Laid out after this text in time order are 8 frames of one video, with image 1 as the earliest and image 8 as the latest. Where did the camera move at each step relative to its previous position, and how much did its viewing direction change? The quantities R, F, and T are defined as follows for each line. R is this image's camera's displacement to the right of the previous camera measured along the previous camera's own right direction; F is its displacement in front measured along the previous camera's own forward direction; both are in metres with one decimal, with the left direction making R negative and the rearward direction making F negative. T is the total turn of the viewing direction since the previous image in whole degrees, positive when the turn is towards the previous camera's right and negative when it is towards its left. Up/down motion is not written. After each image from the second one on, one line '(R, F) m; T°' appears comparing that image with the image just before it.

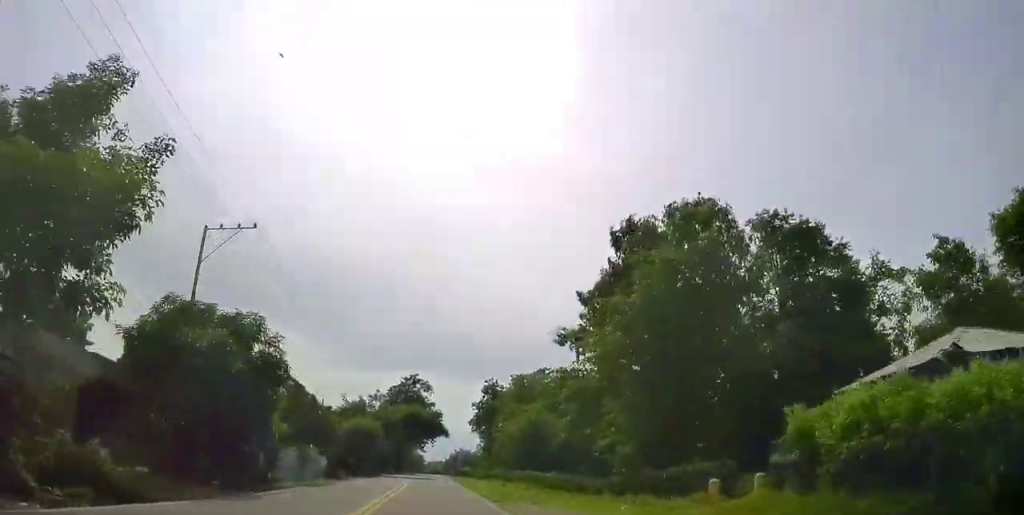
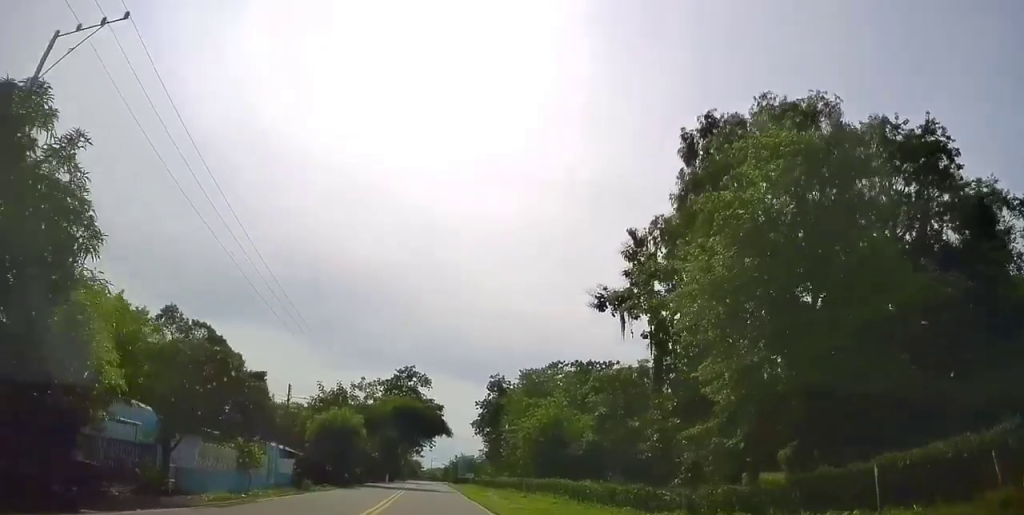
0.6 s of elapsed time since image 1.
(+0.1, +13.3) m; -1°
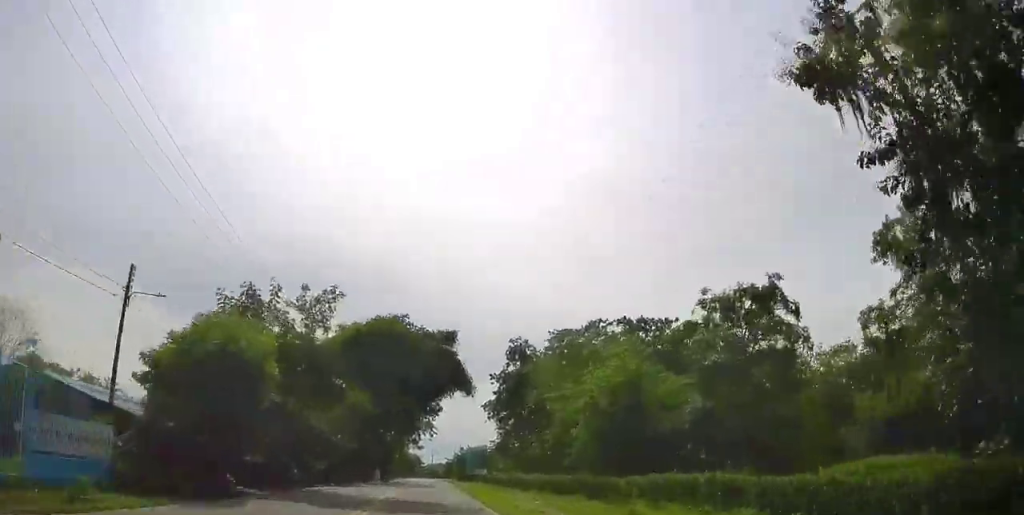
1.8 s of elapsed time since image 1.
(-0.4, +24.9) m; 0°
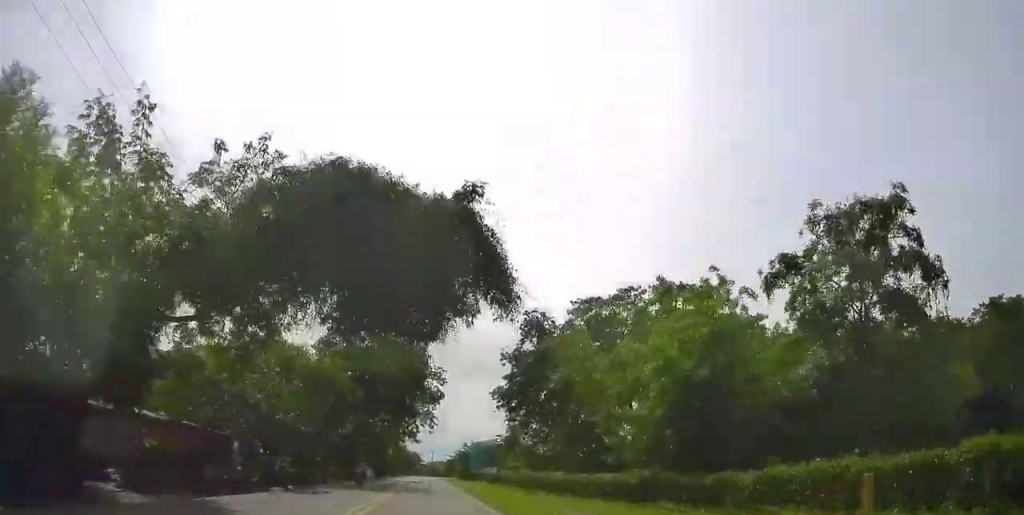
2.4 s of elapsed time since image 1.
(+0.3, +12.6) m; 0°
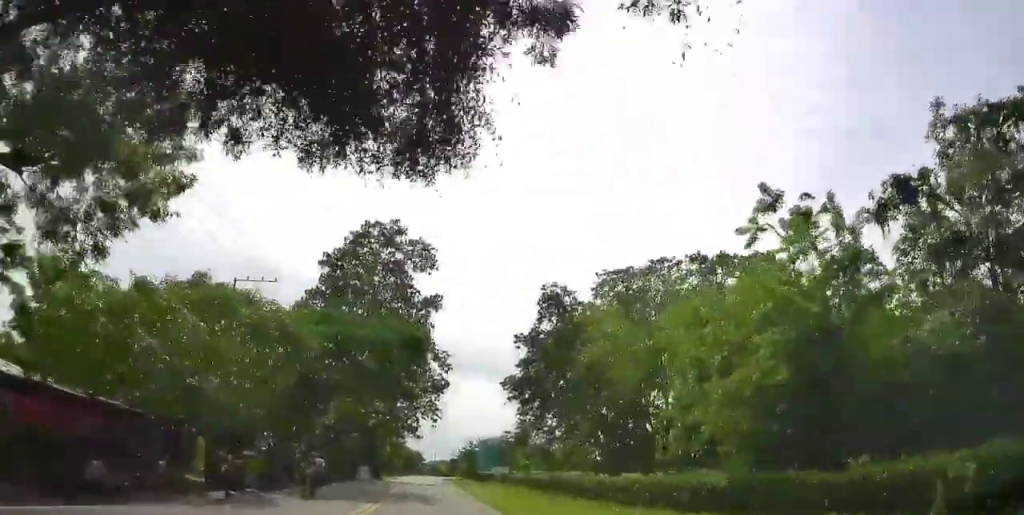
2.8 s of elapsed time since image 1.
(+0.1, +9.2) m; 0°
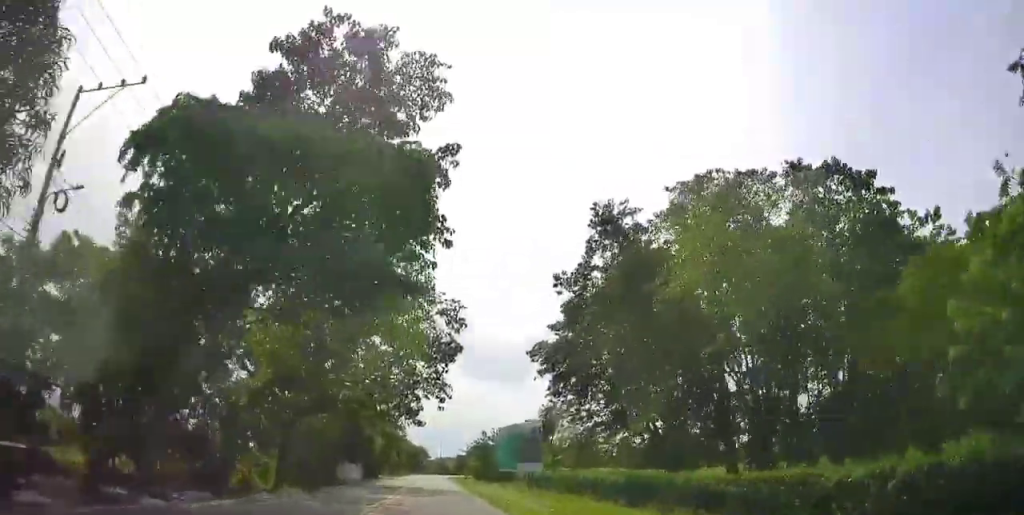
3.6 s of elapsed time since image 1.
(-0.4, +17.4) m; -1°
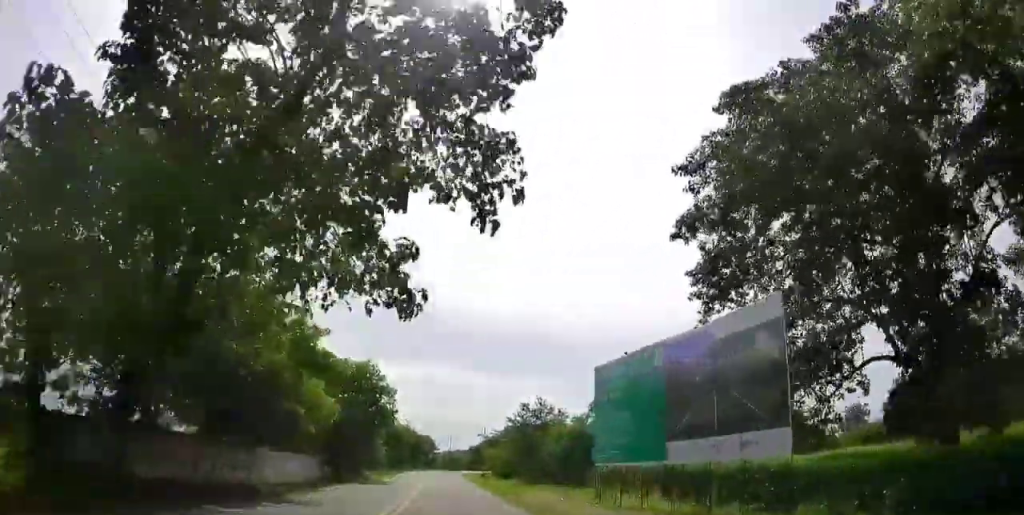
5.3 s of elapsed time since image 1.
(+0.1, +32.7) m; 0°
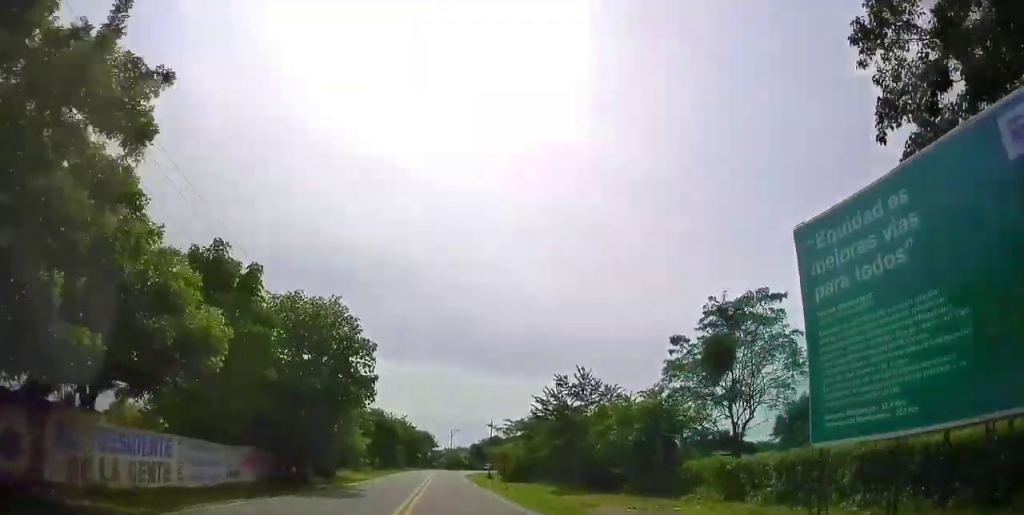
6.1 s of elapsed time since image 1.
(0.0, +15.6) m; 0°
